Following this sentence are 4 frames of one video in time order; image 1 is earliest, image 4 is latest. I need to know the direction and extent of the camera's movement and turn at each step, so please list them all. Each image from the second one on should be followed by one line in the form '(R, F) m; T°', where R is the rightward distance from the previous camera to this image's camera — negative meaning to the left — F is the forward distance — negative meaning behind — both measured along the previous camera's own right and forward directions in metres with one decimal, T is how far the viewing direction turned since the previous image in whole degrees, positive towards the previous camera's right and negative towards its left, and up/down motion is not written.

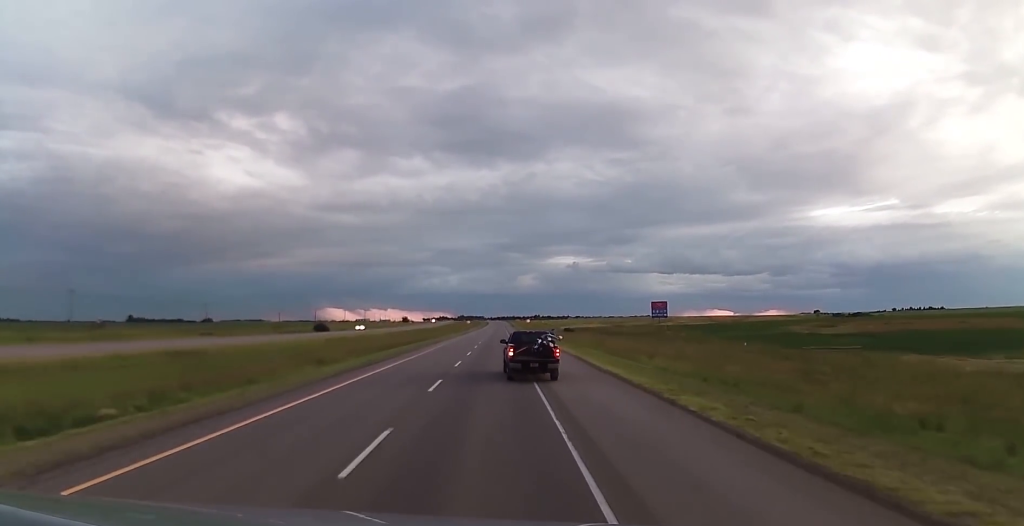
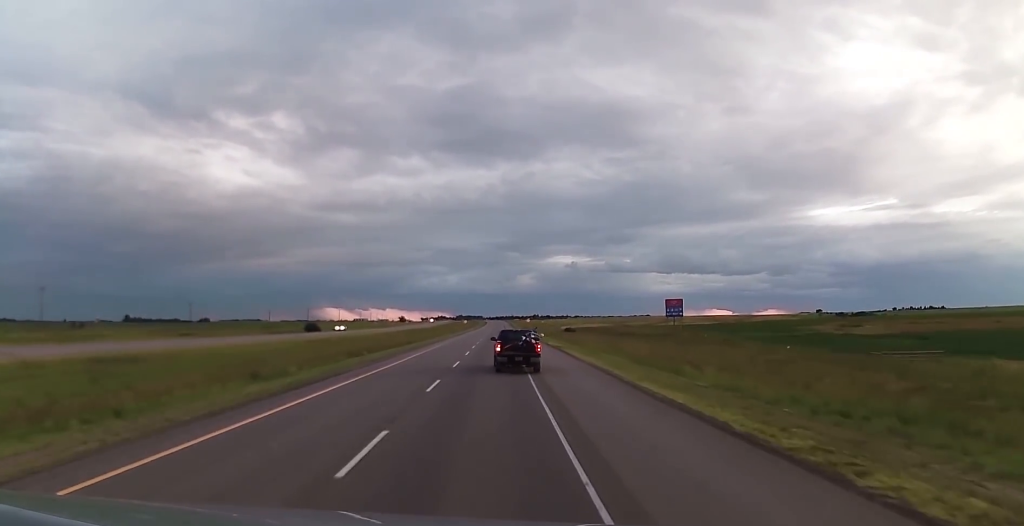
(+0.2, +13.3) m; 0°
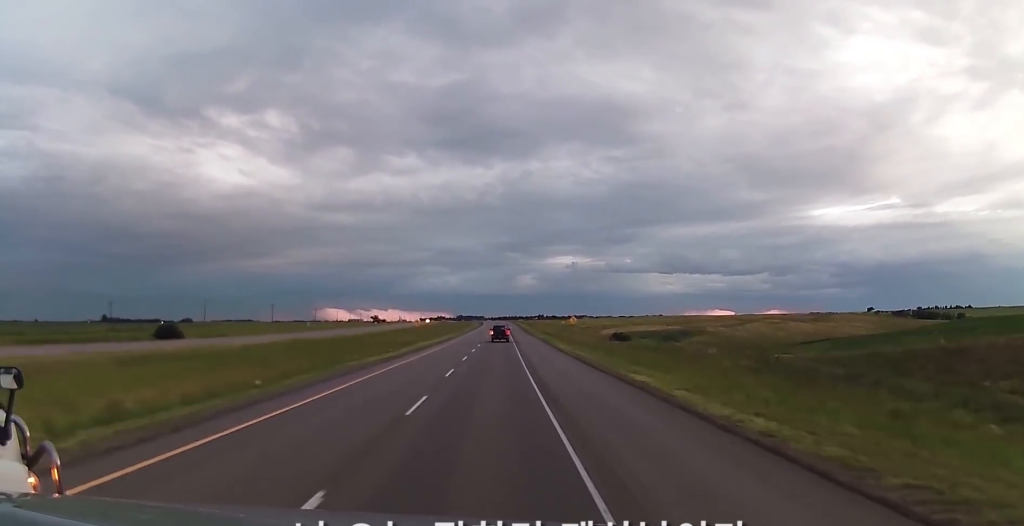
(-2.6, +141.6) m; -1°
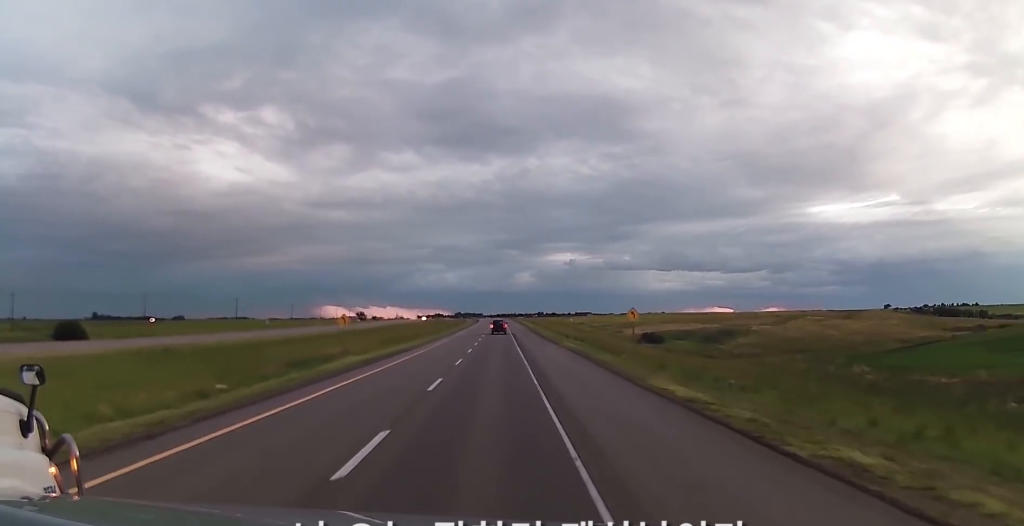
(+0.2, +44.7) m; +1°
